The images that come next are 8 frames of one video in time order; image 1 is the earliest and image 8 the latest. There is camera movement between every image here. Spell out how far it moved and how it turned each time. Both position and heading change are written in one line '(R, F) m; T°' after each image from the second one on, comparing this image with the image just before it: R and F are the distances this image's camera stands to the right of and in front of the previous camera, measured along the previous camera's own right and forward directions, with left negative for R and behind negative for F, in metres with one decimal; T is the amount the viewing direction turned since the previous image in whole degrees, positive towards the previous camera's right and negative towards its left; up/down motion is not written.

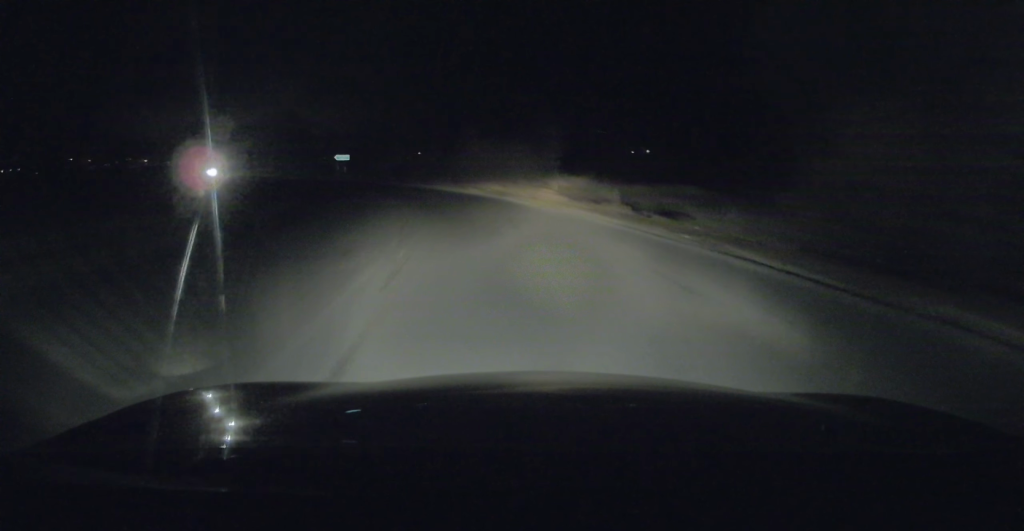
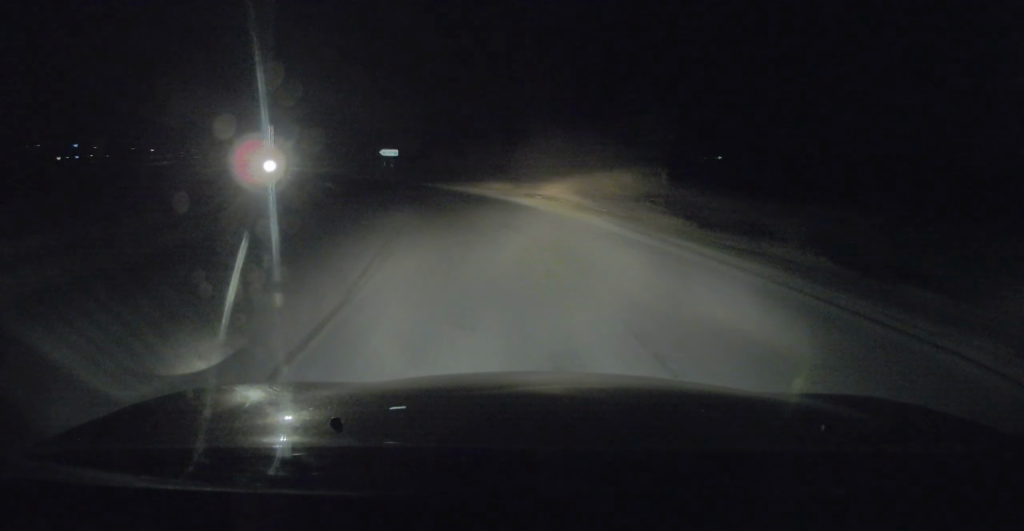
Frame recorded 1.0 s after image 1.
(-0.1, +8.4) m; -3°
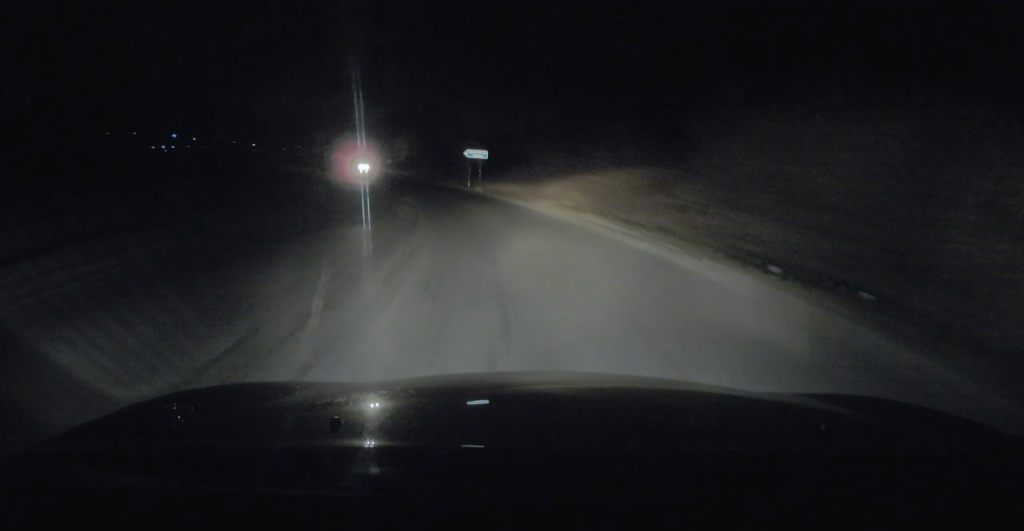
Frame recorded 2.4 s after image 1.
(-1.1, +13.5) m; -11°
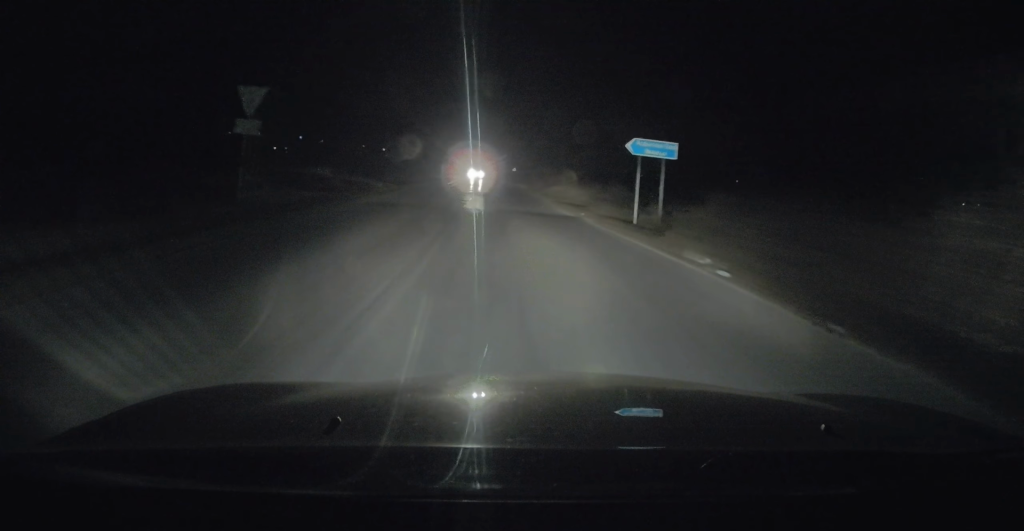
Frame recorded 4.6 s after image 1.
(-1.4, +22.9) m; -8°
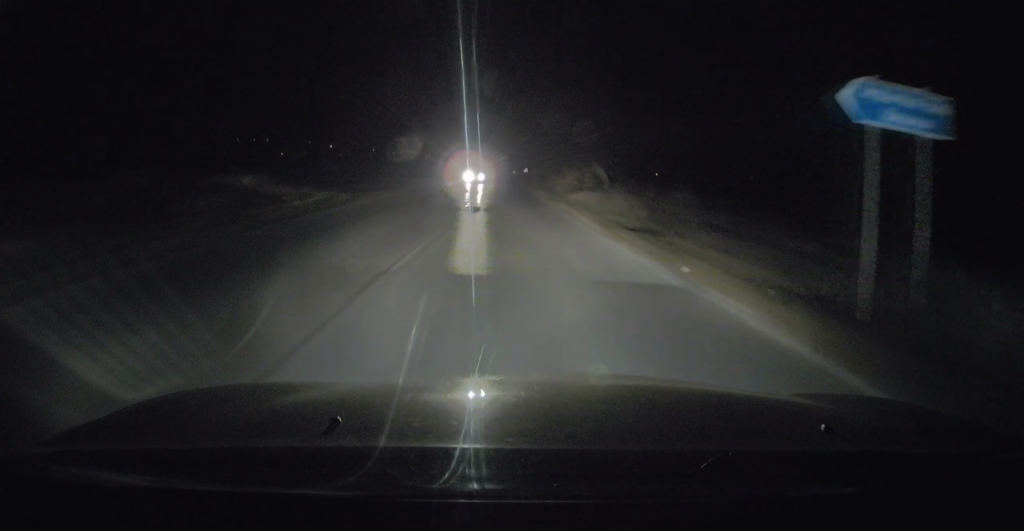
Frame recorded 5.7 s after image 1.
(-0.9, +11.8) m; -6°
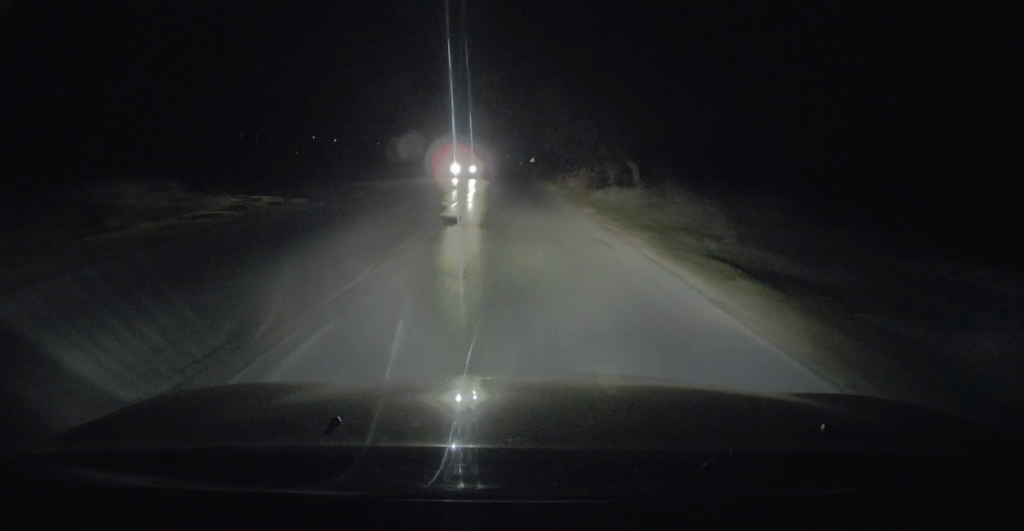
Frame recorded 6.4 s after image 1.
(-0.3, +8.0) m; -1°
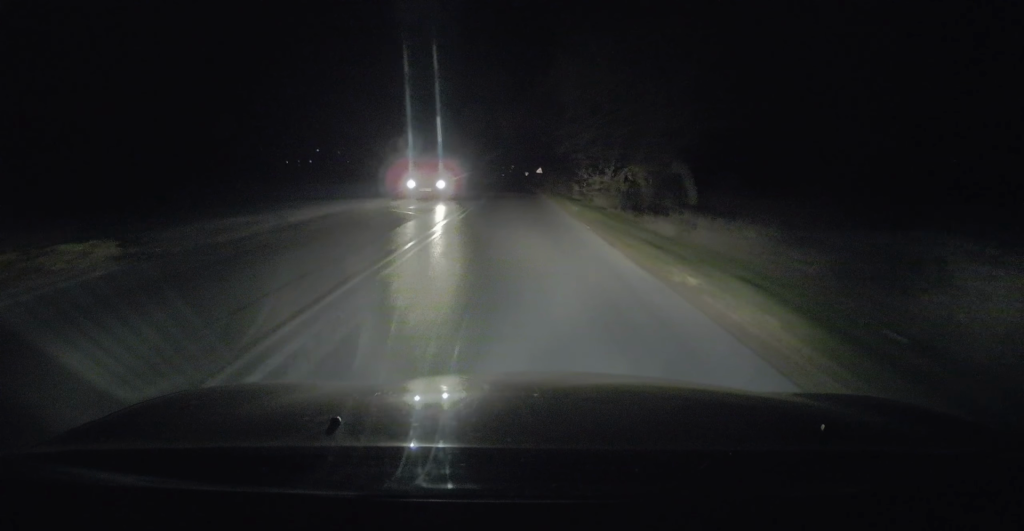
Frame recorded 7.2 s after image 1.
(+0.1, +9.2) m; -1°
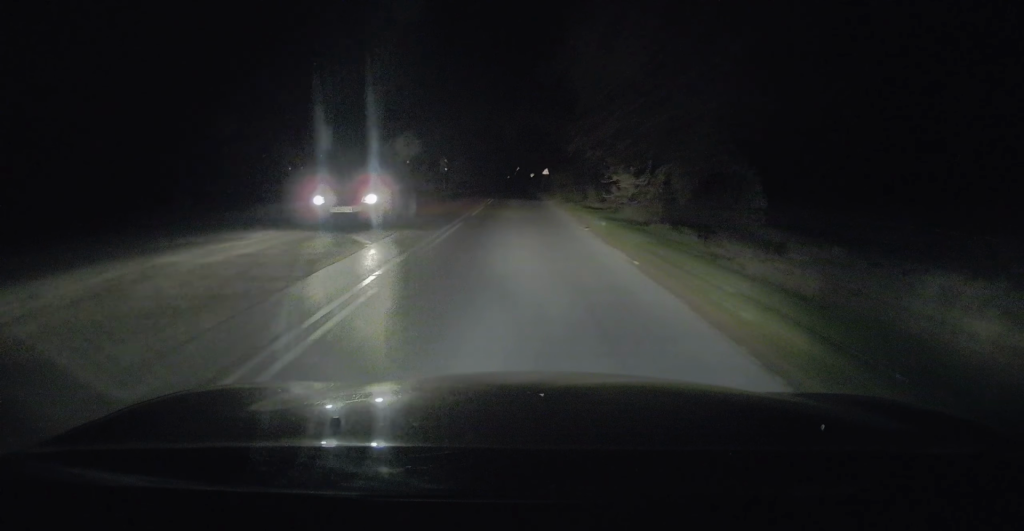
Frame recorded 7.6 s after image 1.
(0.0, +5.8) m; 0°
